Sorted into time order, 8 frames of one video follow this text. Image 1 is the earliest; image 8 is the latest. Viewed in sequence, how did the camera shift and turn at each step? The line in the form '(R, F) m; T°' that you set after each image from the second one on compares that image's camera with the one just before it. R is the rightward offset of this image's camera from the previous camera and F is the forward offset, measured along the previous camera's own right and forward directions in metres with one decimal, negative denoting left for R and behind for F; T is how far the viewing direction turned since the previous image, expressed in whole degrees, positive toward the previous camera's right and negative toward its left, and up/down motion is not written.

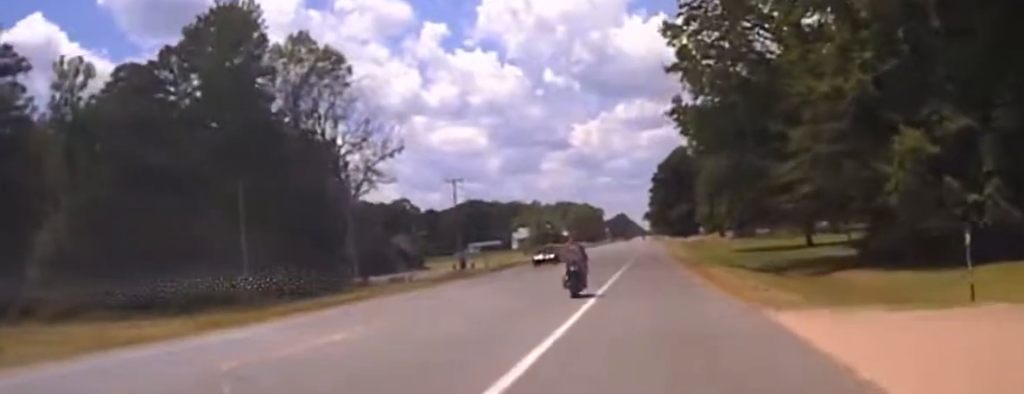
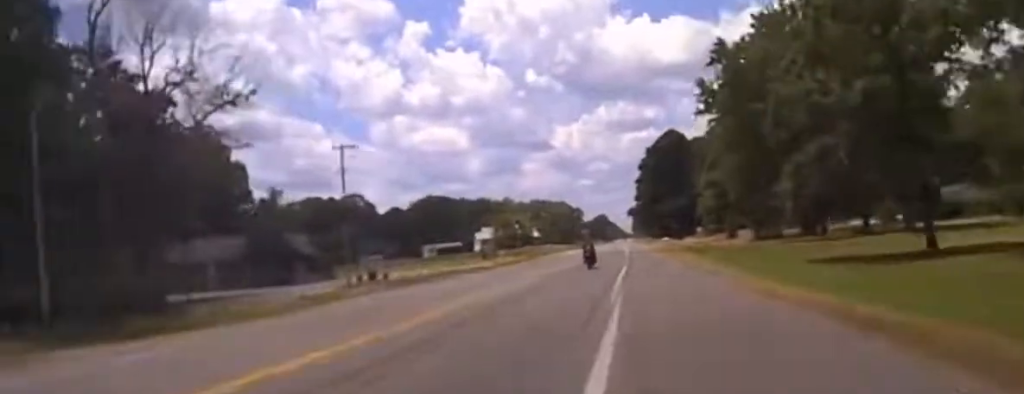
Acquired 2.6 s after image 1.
(-0.6, +42.4) m; -1°
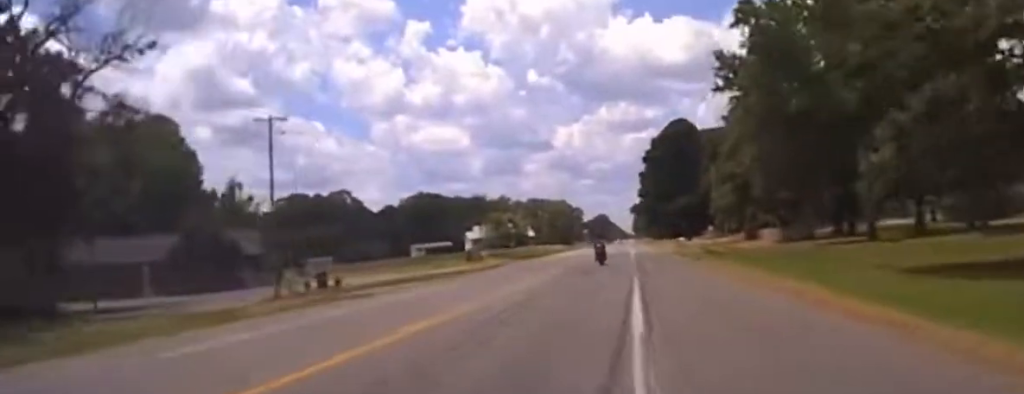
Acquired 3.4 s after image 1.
(+0.1, +16.6) m; +1°
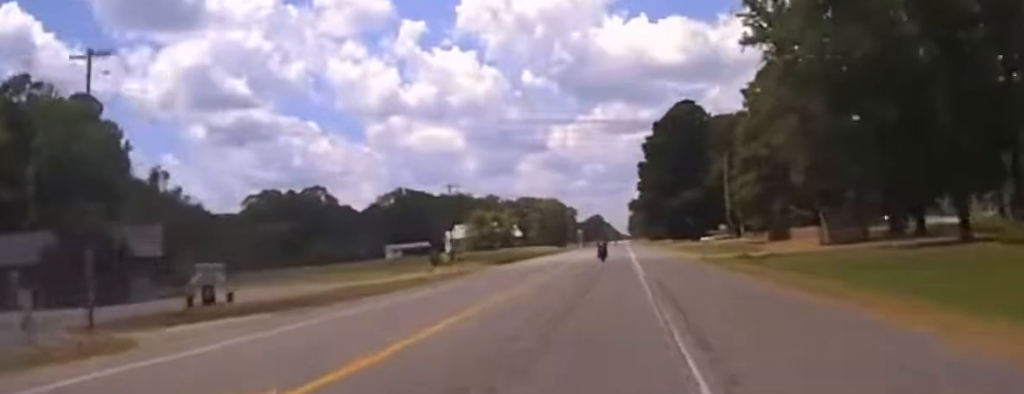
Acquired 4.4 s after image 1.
(+0.2, +21.1) m; +1°
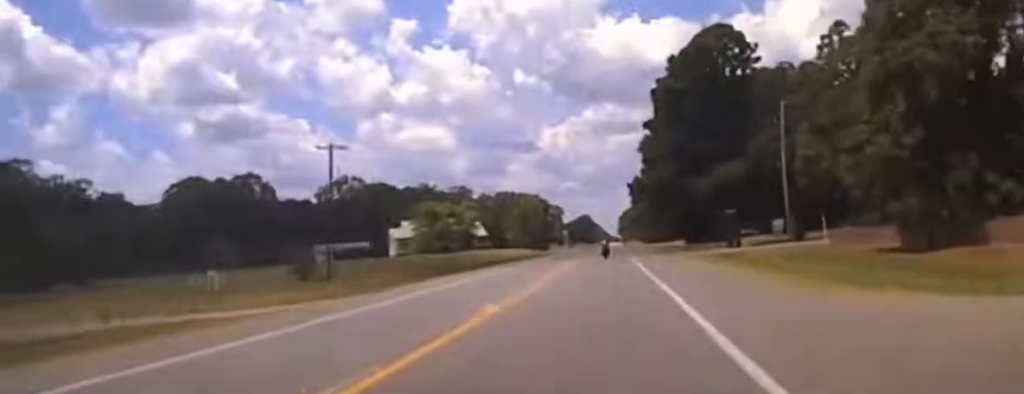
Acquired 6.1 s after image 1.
(+0.3, +46.2) m; 0°
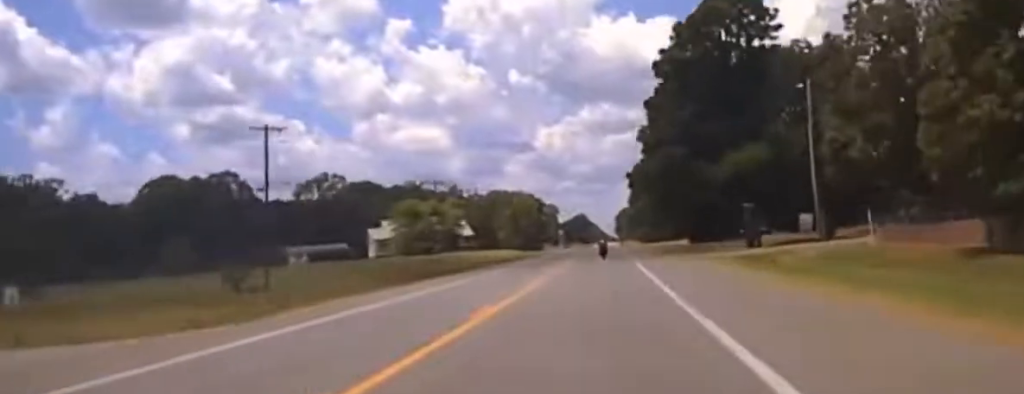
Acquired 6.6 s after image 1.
(+0.1, +12.6) m; 0°
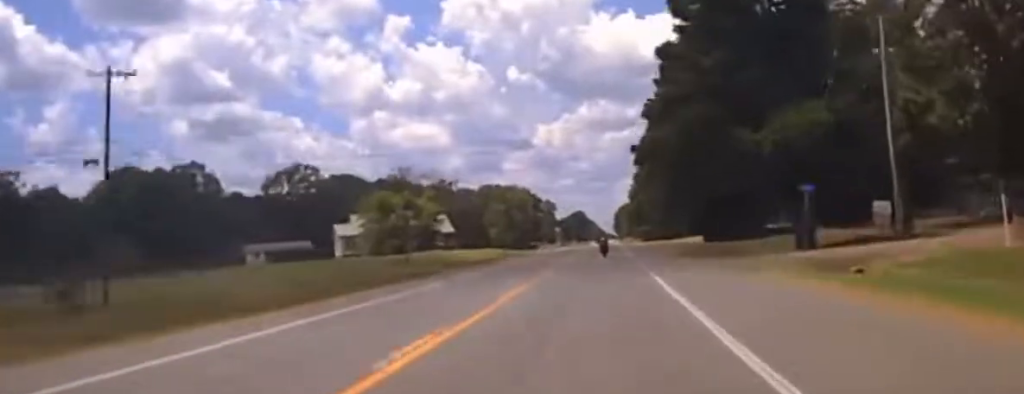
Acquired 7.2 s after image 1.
(0.0, +19.9) m; 0°
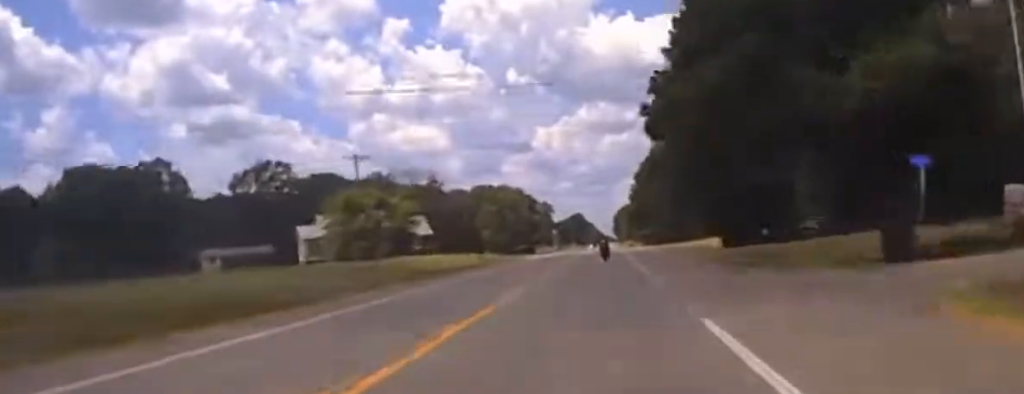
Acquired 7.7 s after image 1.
(0.0, +17.2) m; 0°
